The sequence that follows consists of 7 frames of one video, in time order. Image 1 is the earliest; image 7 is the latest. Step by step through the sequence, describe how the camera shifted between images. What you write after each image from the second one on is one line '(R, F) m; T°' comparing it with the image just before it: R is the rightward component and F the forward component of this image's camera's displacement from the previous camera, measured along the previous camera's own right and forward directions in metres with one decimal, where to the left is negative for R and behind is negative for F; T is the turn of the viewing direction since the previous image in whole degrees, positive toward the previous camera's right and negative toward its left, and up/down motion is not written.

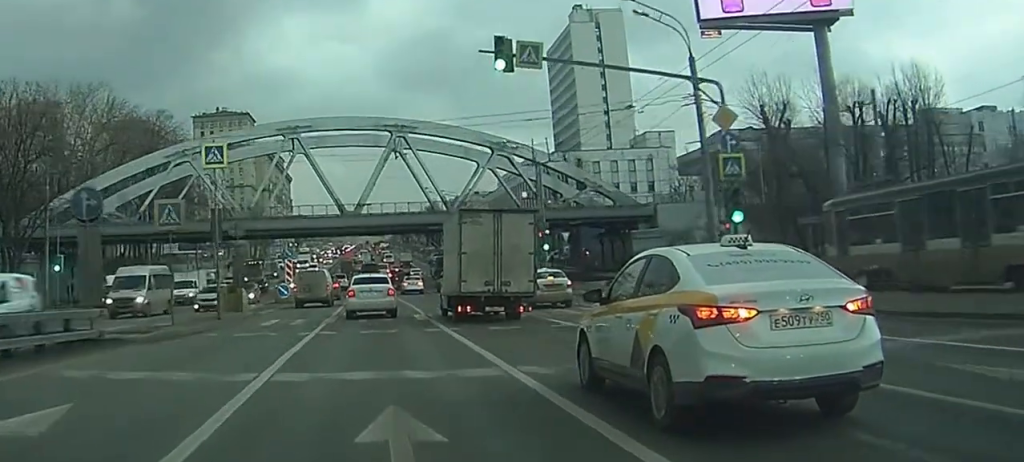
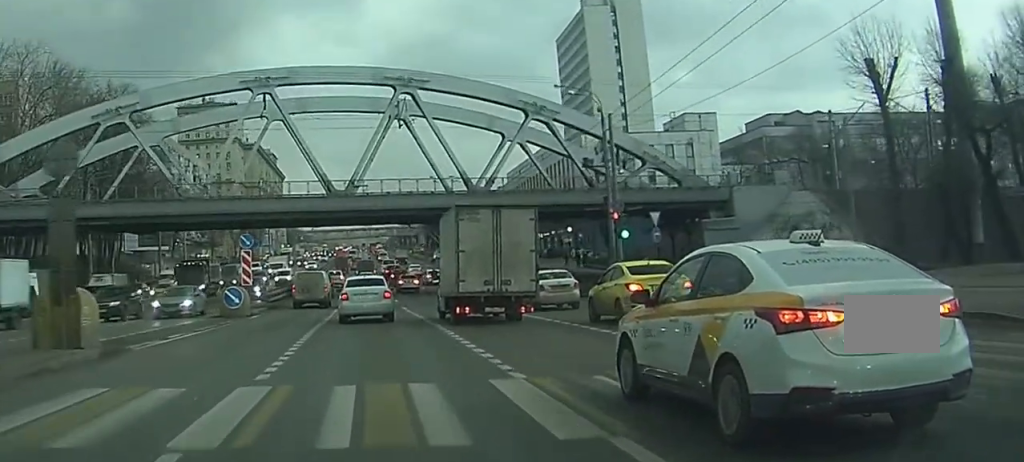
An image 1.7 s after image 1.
(+0.2, +20.7) m; +1°
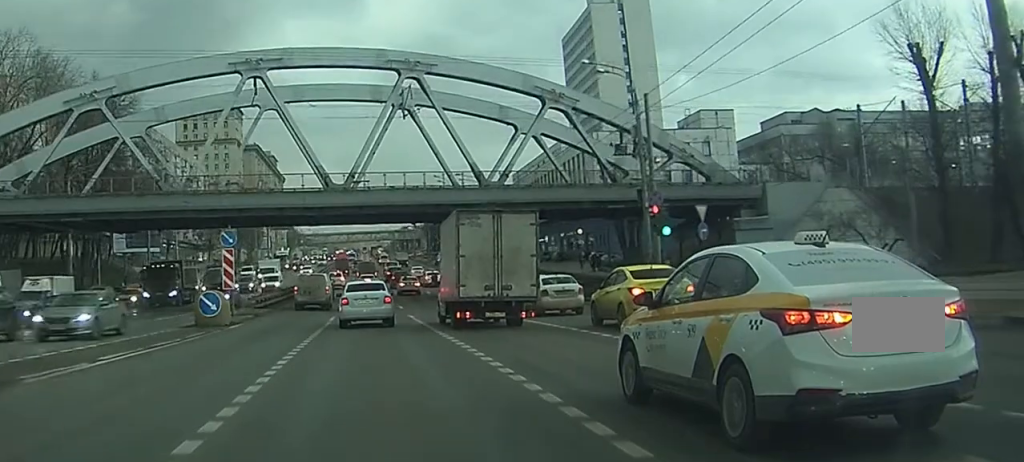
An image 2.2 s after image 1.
(+0.1, +6.0) m; 0°
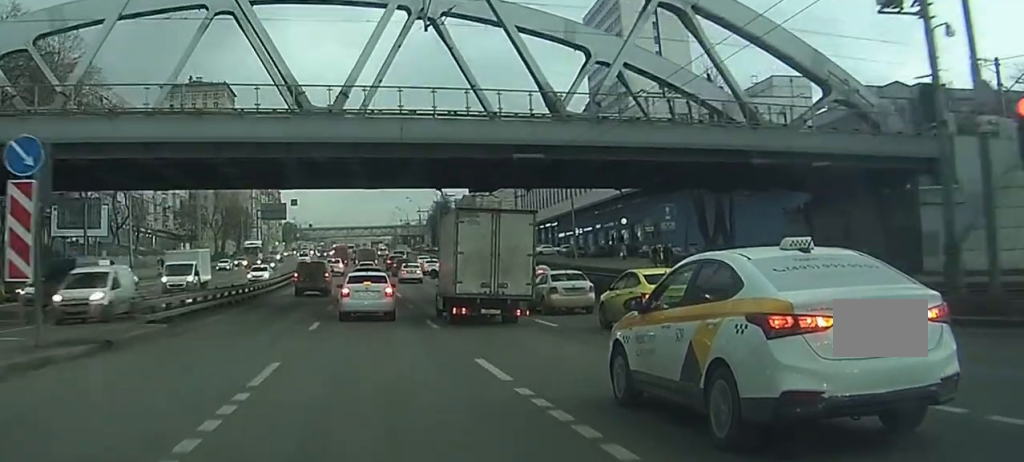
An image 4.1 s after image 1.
(-0.3, +23.3) m; -1°
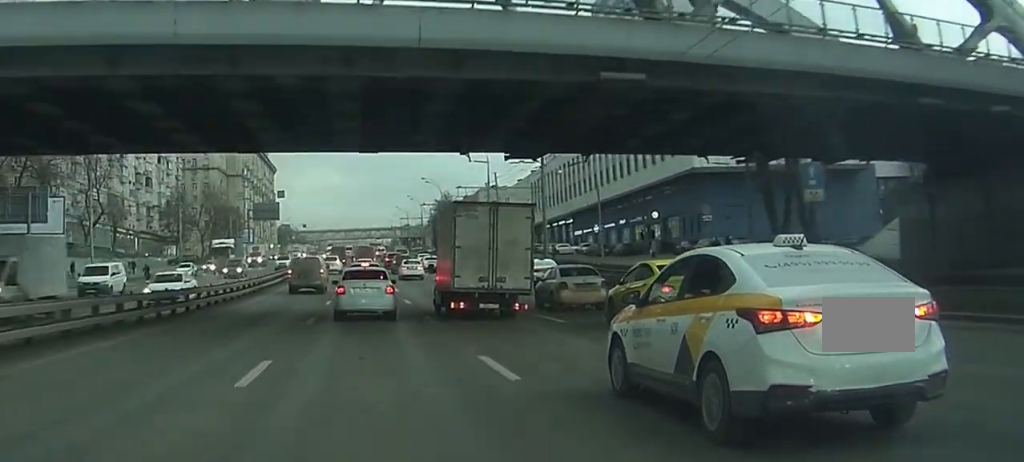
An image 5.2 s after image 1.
(0.0, +12.9) m; 0°
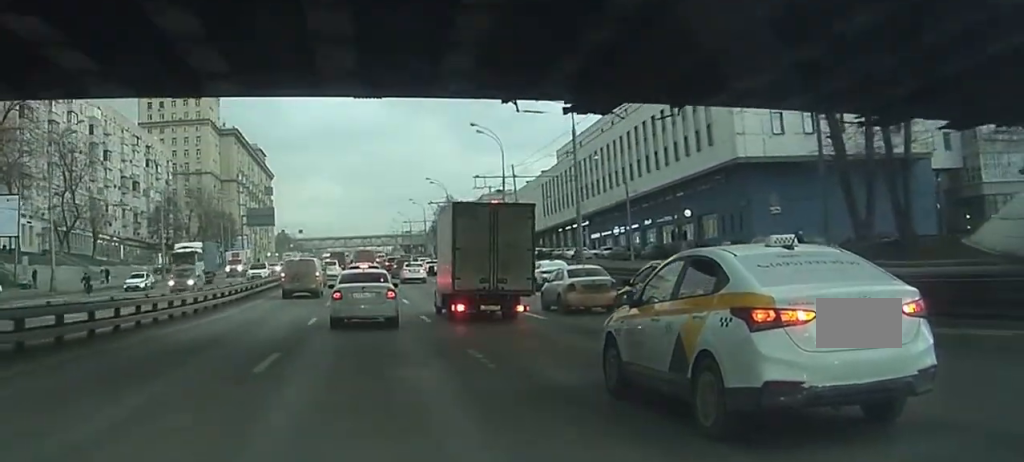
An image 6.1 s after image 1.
(0.0, +10.4) m; 0°
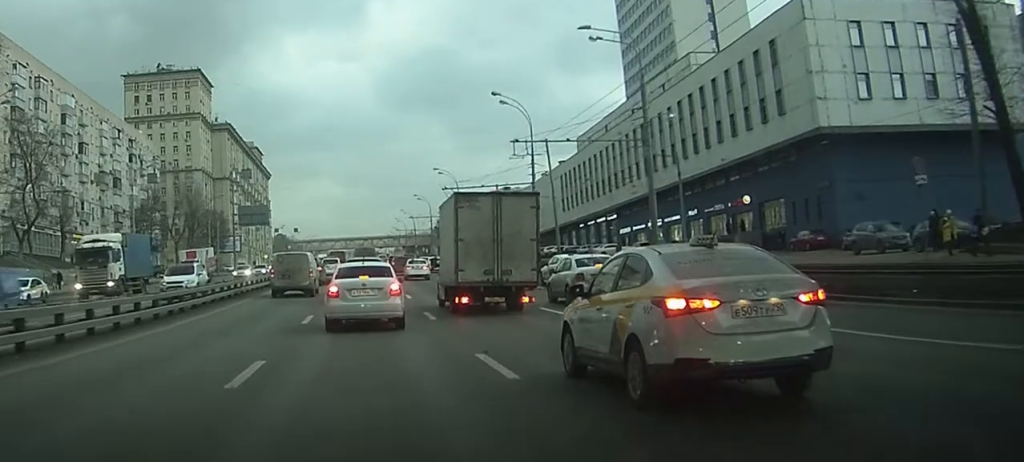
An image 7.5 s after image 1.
(0.0, +14.8) m; 0°
